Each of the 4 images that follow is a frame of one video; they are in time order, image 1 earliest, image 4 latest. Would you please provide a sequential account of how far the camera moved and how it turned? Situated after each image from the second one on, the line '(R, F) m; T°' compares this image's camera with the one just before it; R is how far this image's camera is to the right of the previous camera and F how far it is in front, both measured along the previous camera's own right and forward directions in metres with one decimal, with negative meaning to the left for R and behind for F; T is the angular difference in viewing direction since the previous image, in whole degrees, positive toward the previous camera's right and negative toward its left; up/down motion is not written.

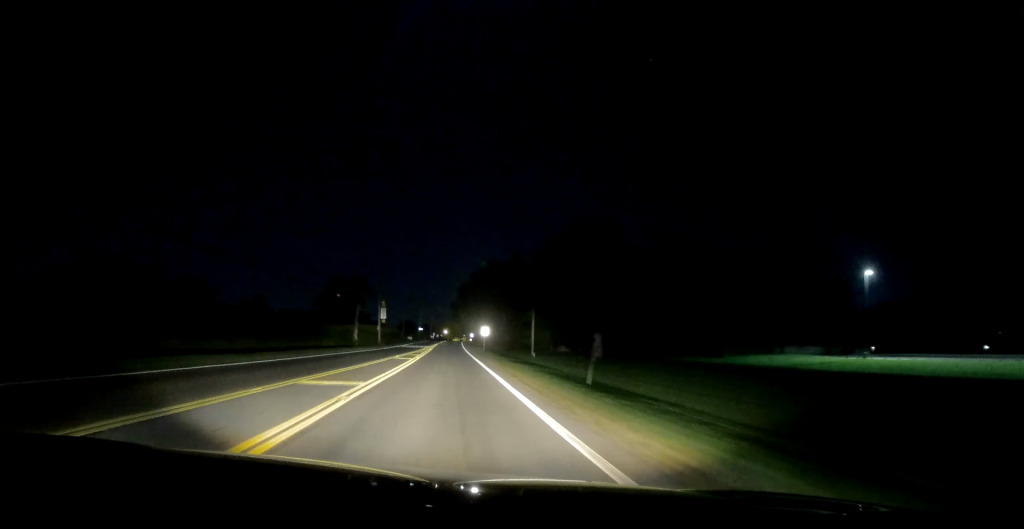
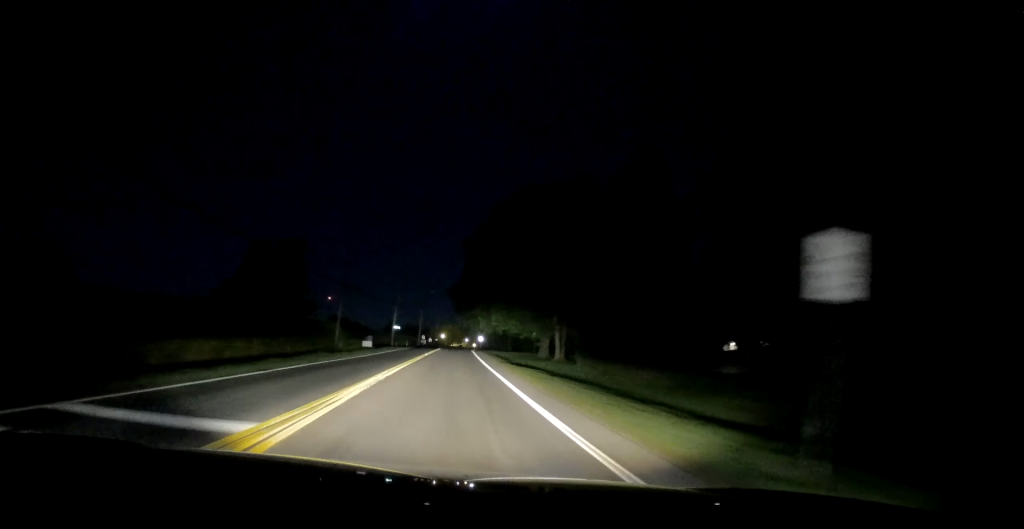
(-0.8, +66.6) m; -1°
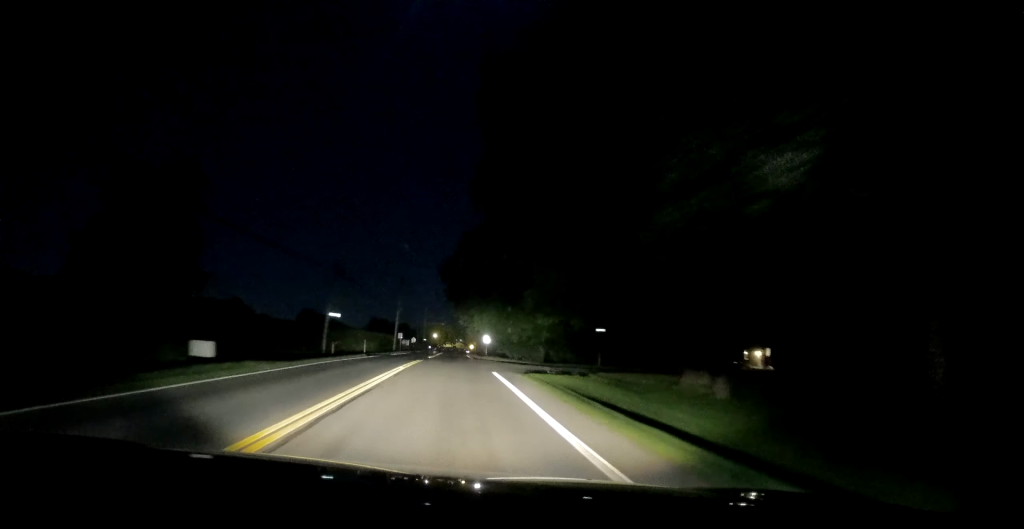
(0.0, +43.5) m; +1°
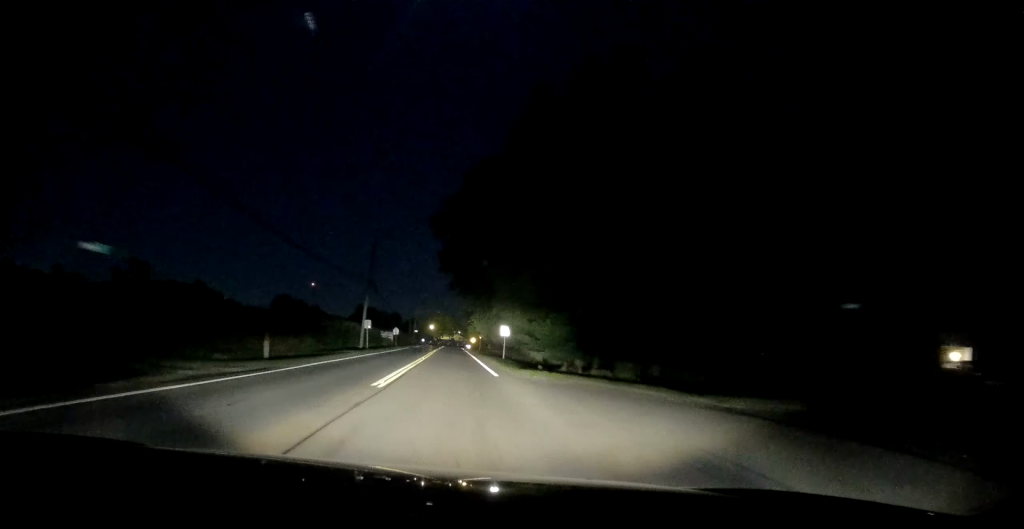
(+0.3, +31.8) m; 0°
